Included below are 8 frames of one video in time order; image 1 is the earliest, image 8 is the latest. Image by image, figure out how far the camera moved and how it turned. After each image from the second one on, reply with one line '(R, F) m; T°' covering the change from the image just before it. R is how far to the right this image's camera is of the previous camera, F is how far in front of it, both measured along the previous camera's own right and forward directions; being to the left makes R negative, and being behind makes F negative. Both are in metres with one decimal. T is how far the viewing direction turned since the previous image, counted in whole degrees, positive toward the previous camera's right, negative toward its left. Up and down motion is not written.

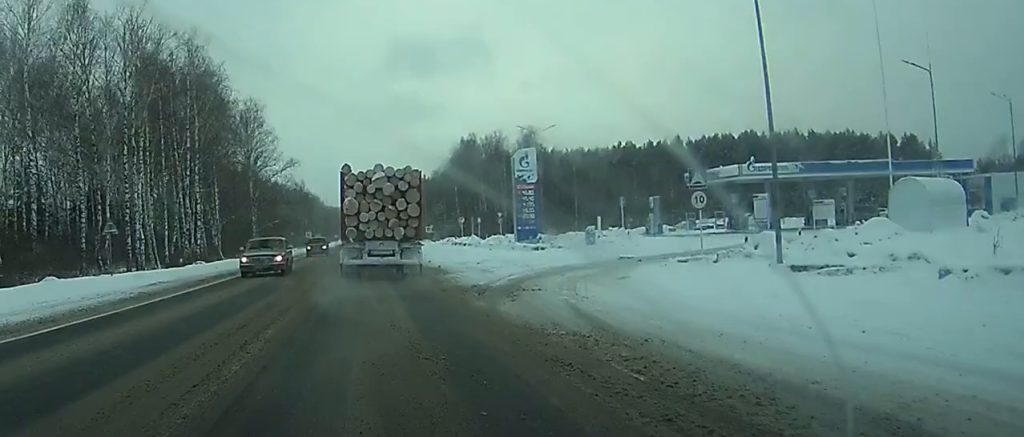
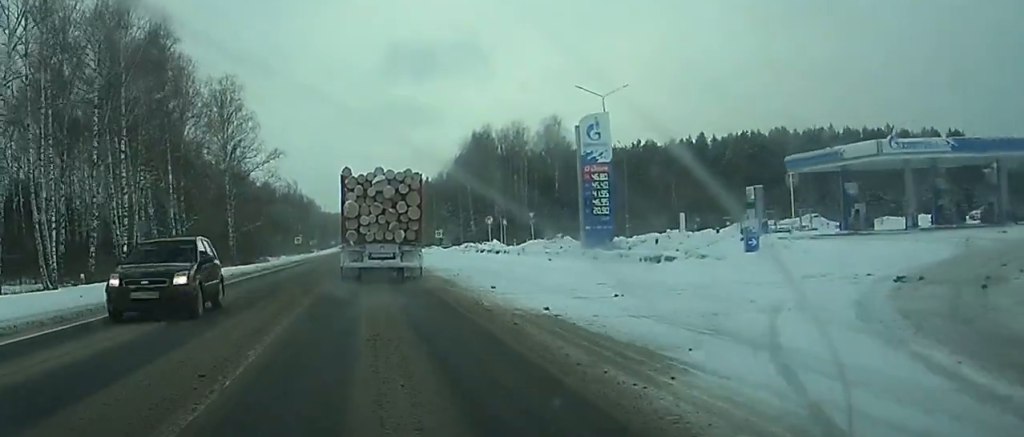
(0.0, +23.5) m; 0°
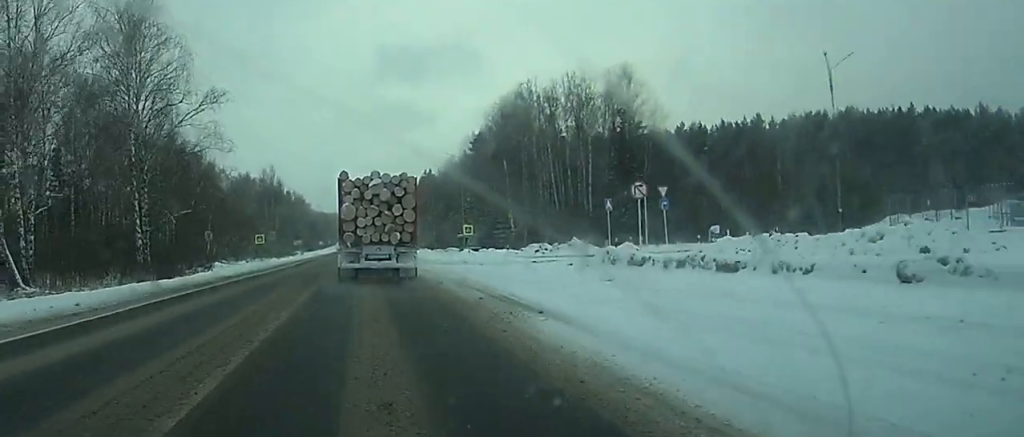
(0.0, +45.2) m; 0°
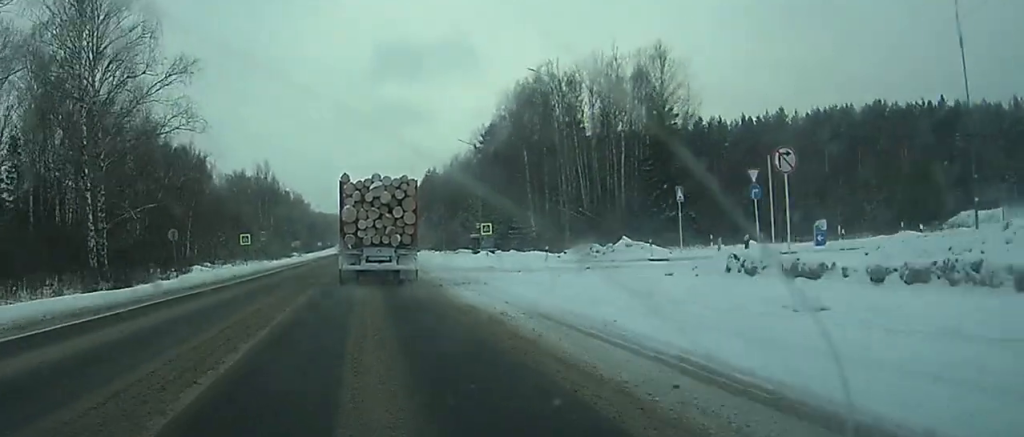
(0.0, +12.7) m; 0°
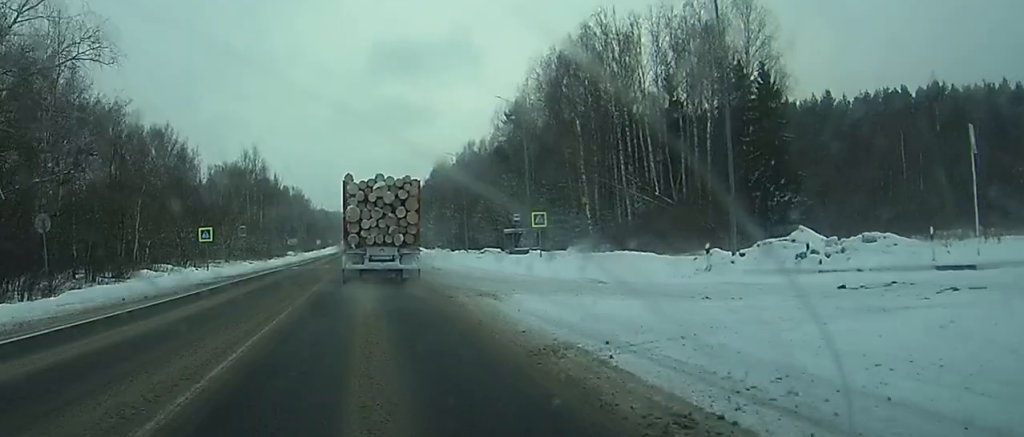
(0.0, +22.2) m; 0°
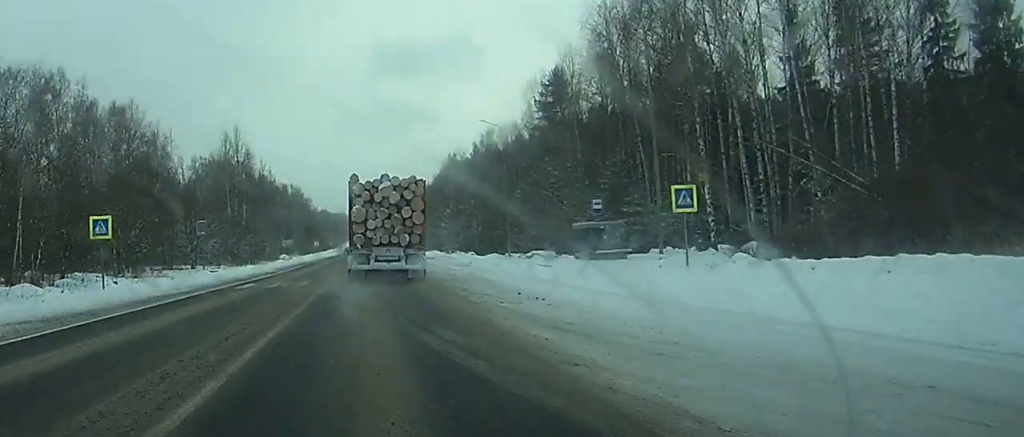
(-0.1, +24.8) m; 0°
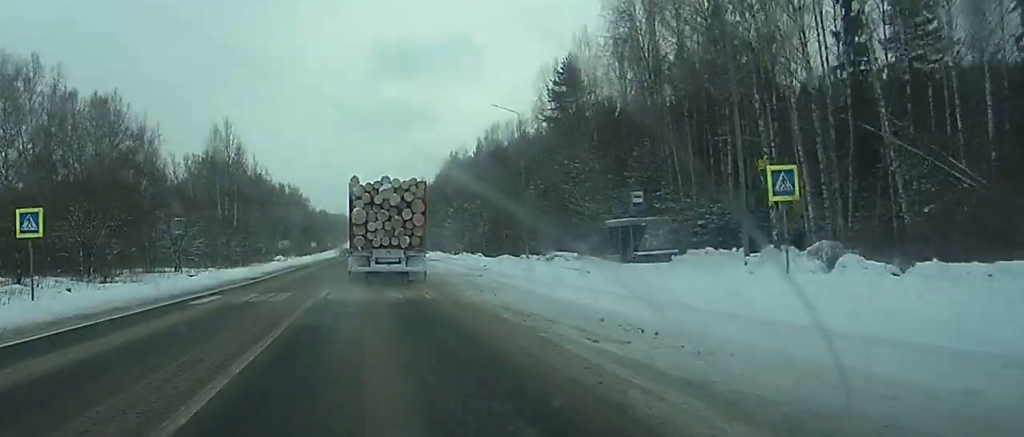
(0.0, +7.7) m; 0°
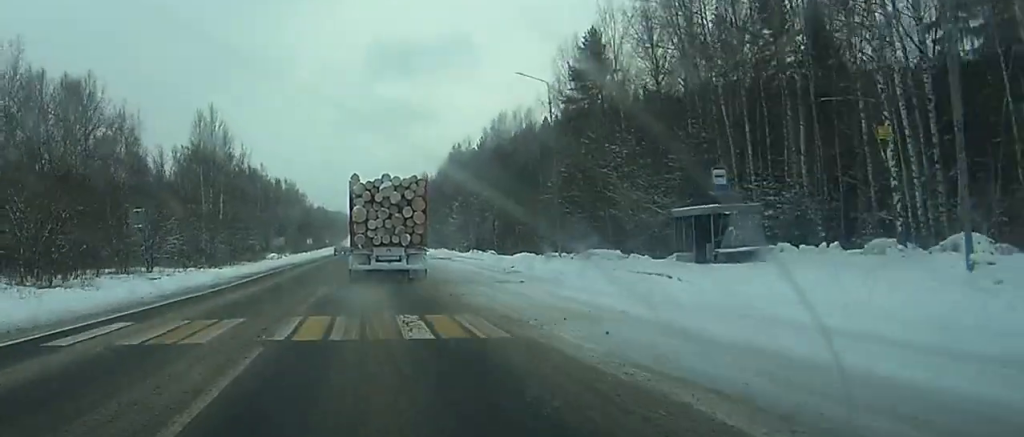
(0.0, +10.2) m; 0°
